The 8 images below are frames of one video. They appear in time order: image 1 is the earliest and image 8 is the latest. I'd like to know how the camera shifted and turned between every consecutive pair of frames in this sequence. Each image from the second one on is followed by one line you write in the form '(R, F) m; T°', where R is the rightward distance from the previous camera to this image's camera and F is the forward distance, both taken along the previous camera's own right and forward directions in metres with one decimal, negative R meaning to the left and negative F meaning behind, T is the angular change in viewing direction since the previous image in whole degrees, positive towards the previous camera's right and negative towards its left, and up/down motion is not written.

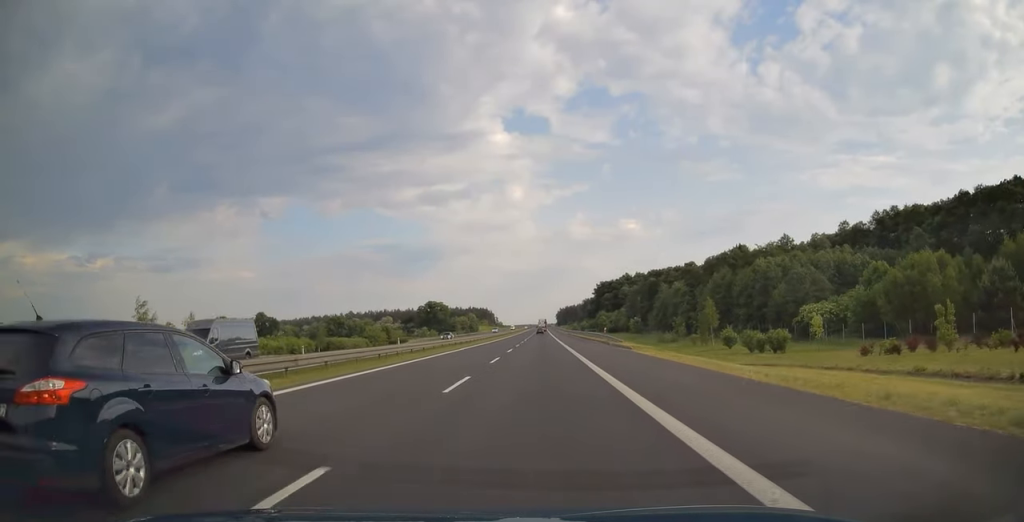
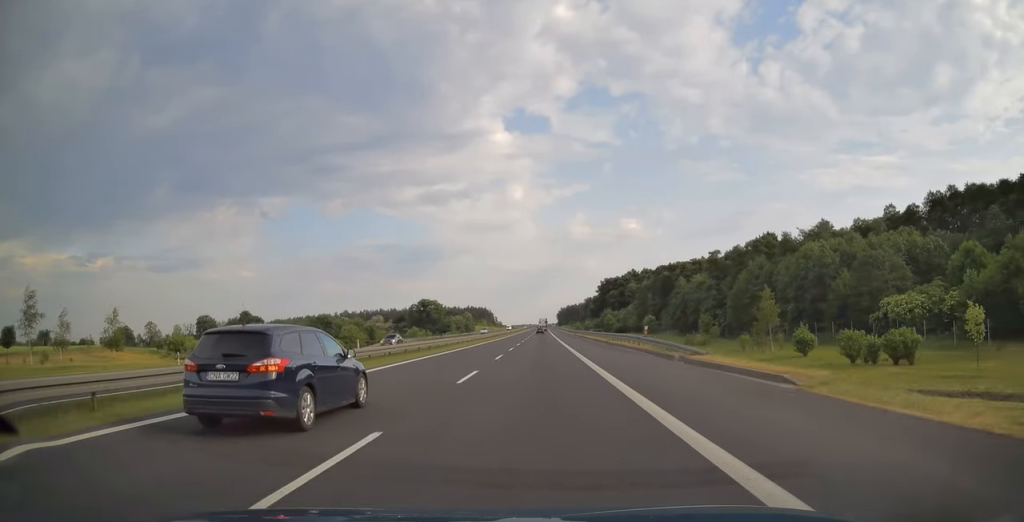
(0.0, +21.6) m; 0°
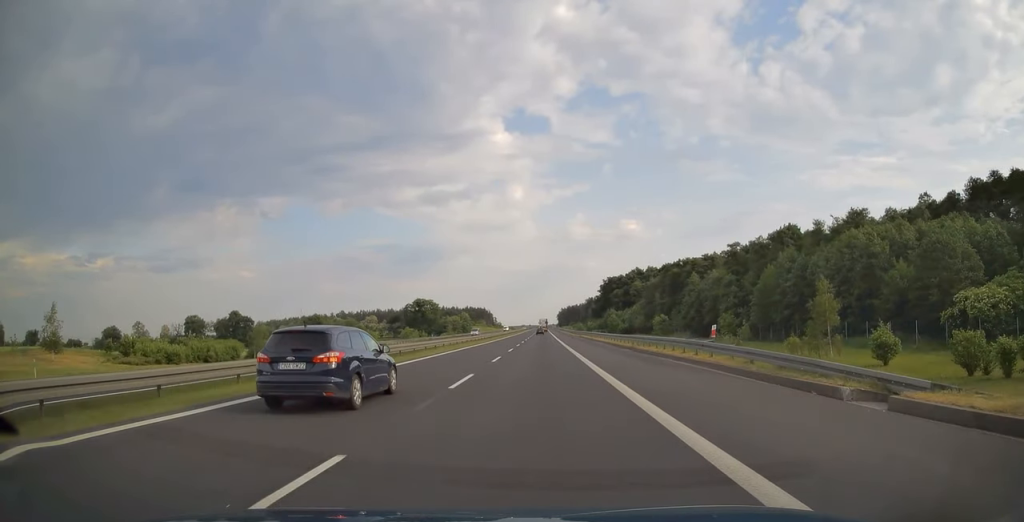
(0.0, +13.3) m; 0°
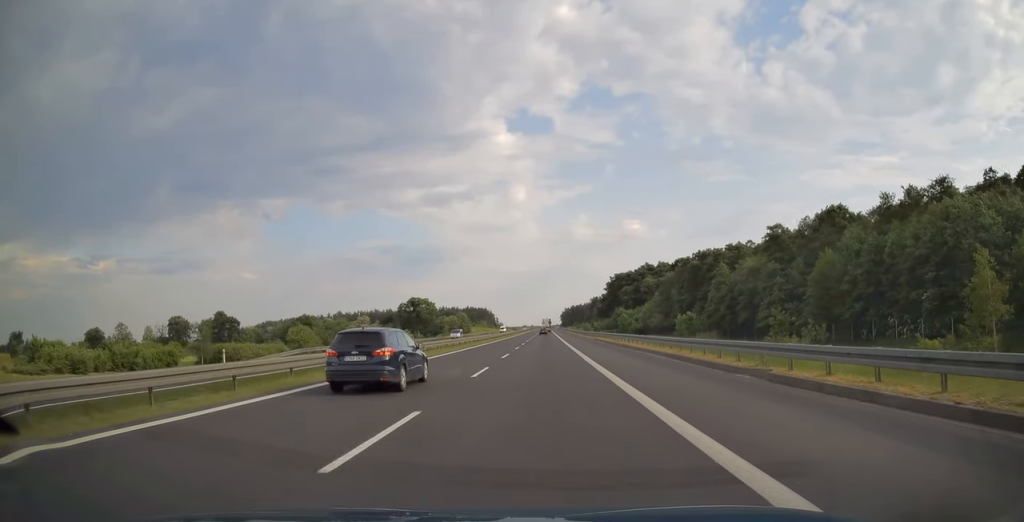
(0.0, +20.2) m; 0°
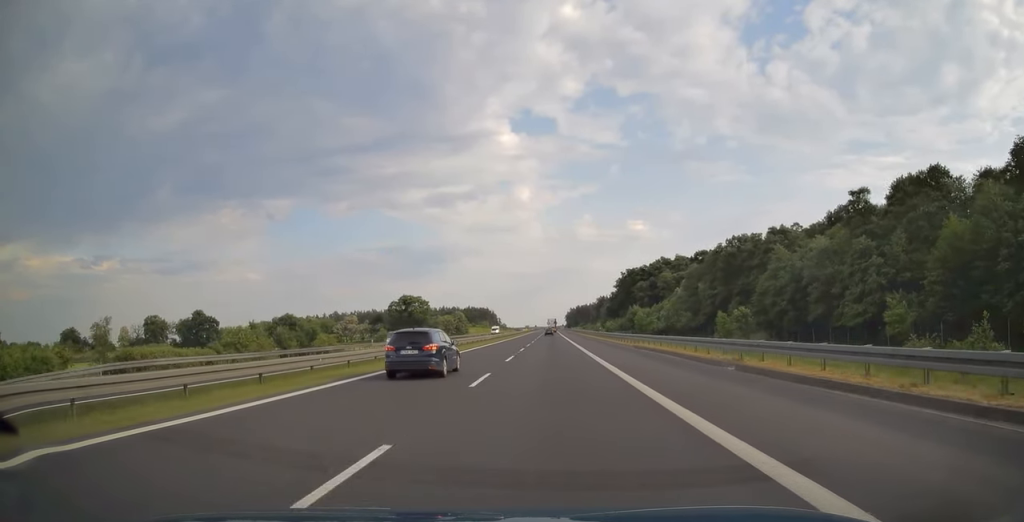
(0.0, +26.6) m; 0°
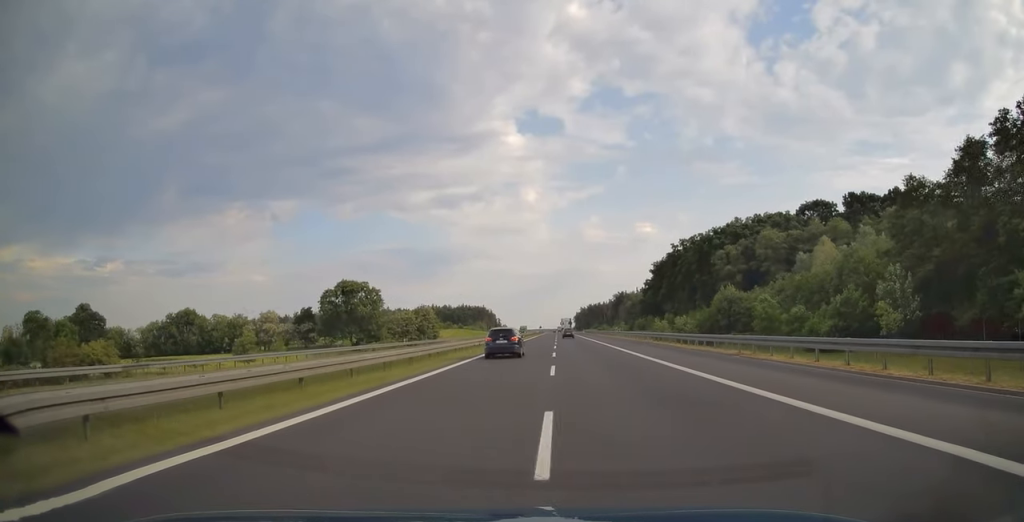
(-1.0, +93.2) m; -1°
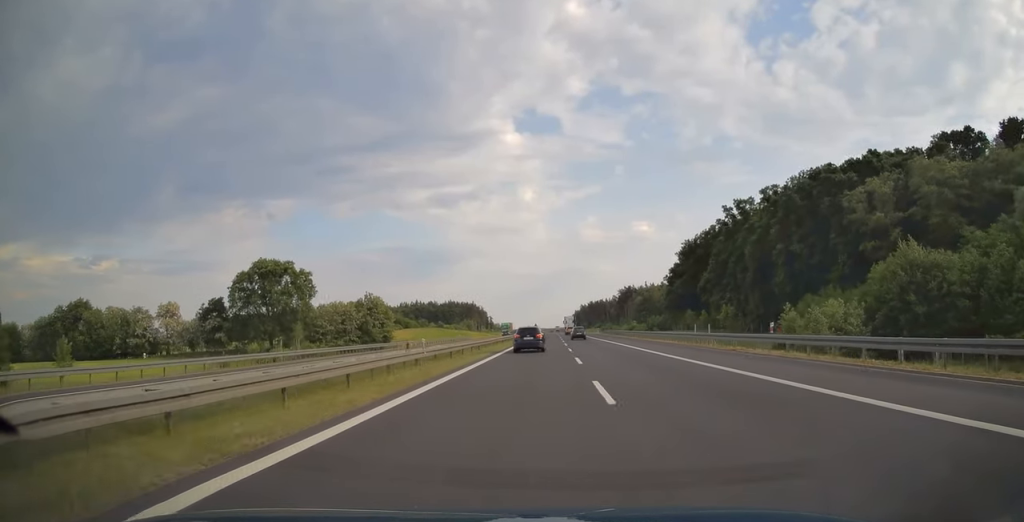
(0.0, +55.1) m; 0°
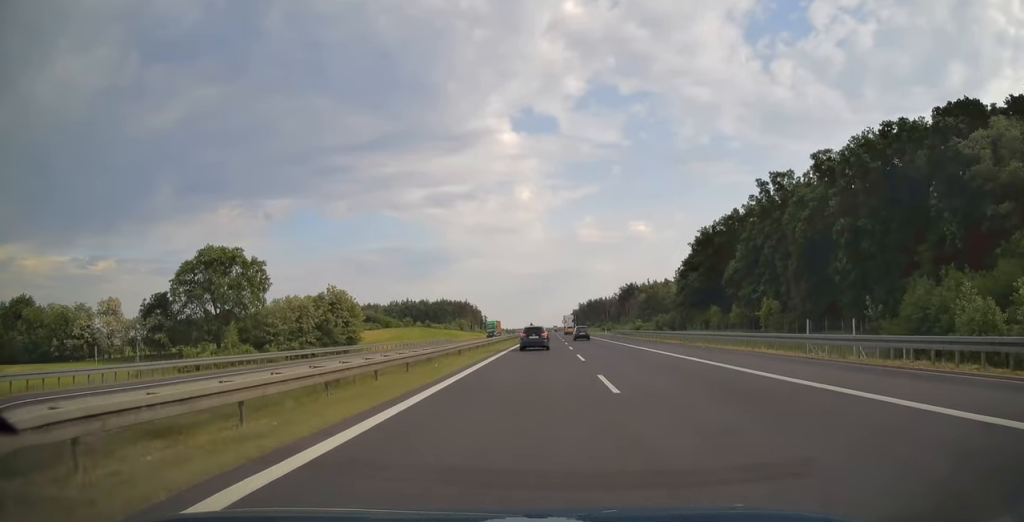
(-0.1, +22.3) m; 0°
